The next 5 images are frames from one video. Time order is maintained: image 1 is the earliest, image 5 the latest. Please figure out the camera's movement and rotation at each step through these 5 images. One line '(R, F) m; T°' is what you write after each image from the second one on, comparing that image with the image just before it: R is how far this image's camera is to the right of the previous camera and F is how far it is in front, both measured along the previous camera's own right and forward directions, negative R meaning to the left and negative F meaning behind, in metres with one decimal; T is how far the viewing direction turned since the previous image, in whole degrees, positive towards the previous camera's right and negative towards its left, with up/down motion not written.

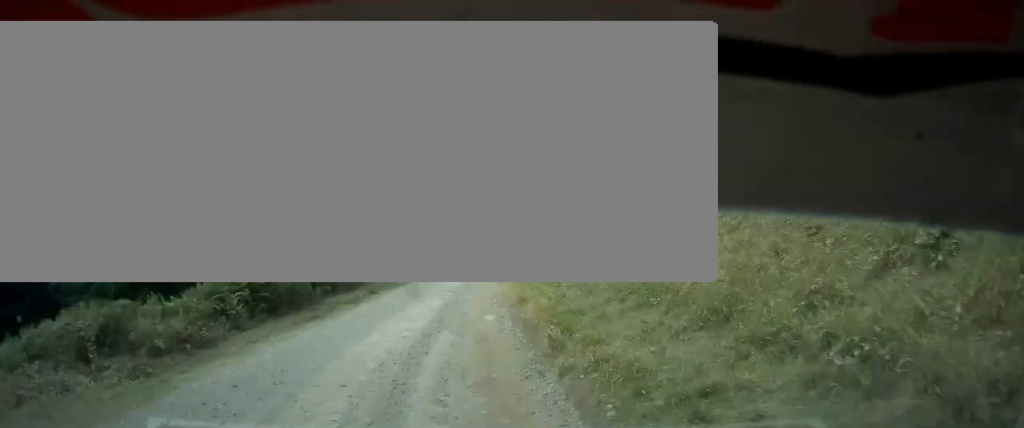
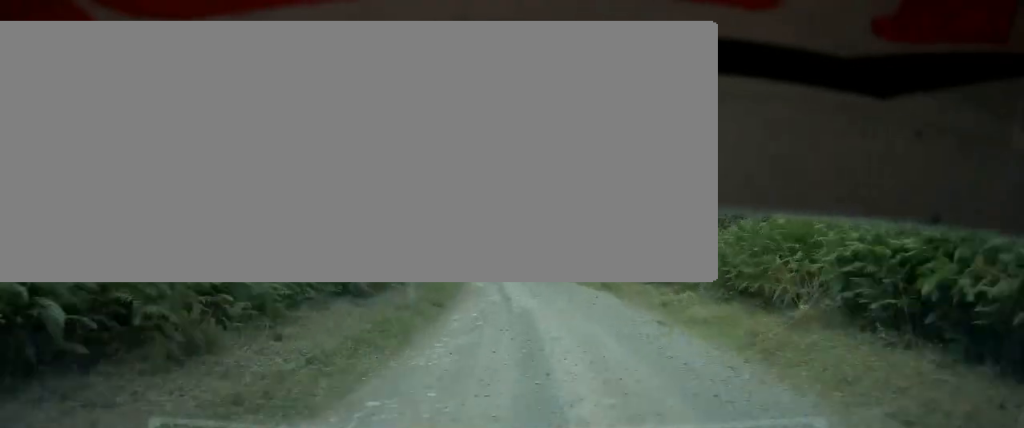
(+8.7, +80.0) m; +5°
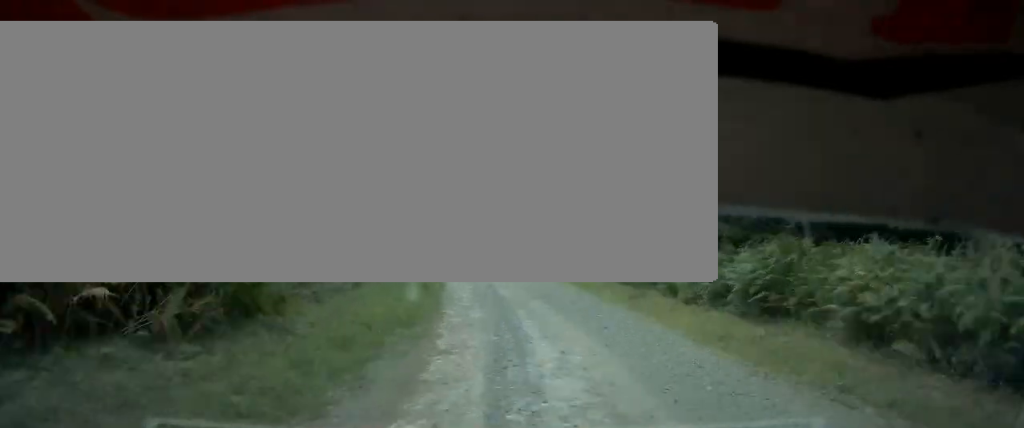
(+0.5, +19.7) m; -6°
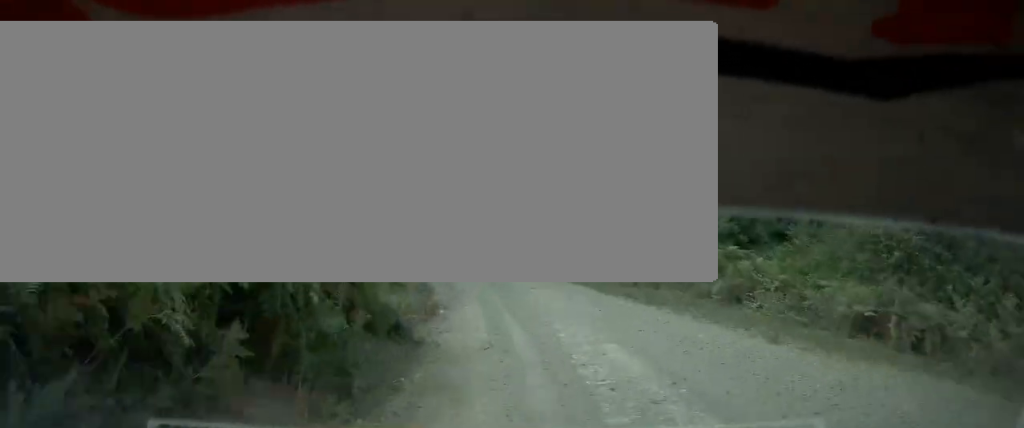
(-18.3, +88.2) m; -14°
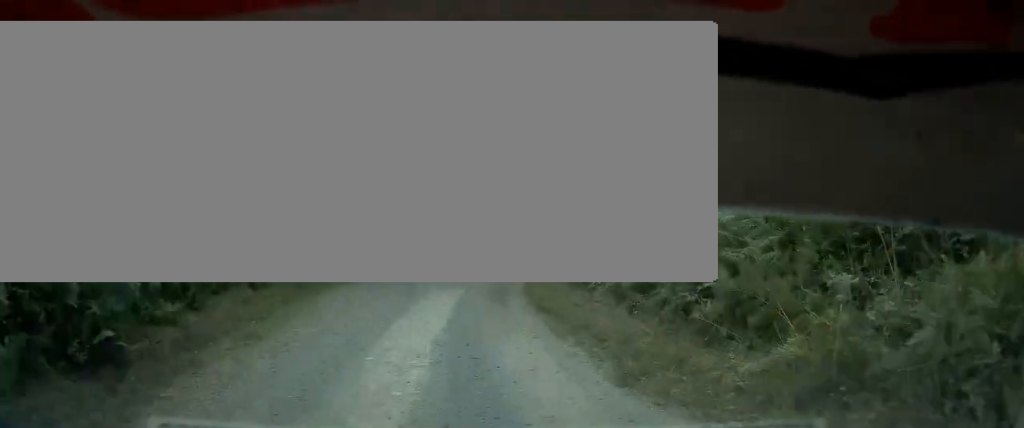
(0.0, +20.5) m; 0°
